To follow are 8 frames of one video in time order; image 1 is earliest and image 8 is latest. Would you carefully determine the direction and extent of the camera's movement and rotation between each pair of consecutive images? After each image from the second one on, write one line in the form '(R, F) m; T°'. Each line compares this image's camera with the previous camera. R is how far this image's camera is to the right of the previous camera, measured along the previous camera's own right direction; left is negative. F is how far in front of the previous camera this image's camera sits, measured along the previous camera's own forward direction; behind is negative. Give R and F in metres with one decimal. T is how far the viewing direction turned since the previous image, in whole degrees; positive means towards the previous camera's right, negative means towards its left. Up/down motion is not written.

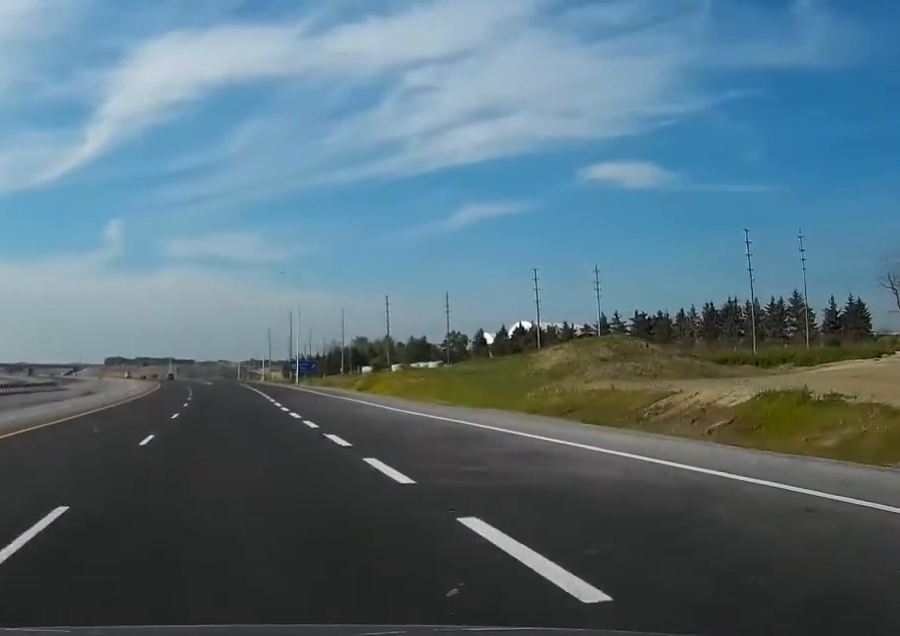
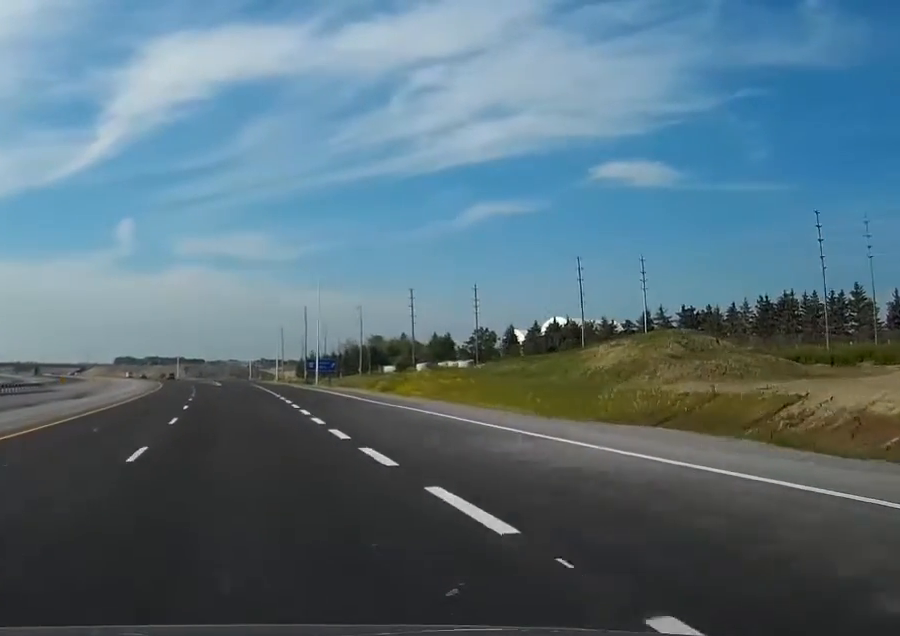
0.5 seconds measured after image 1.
(0.0, +15.6) m; 0°
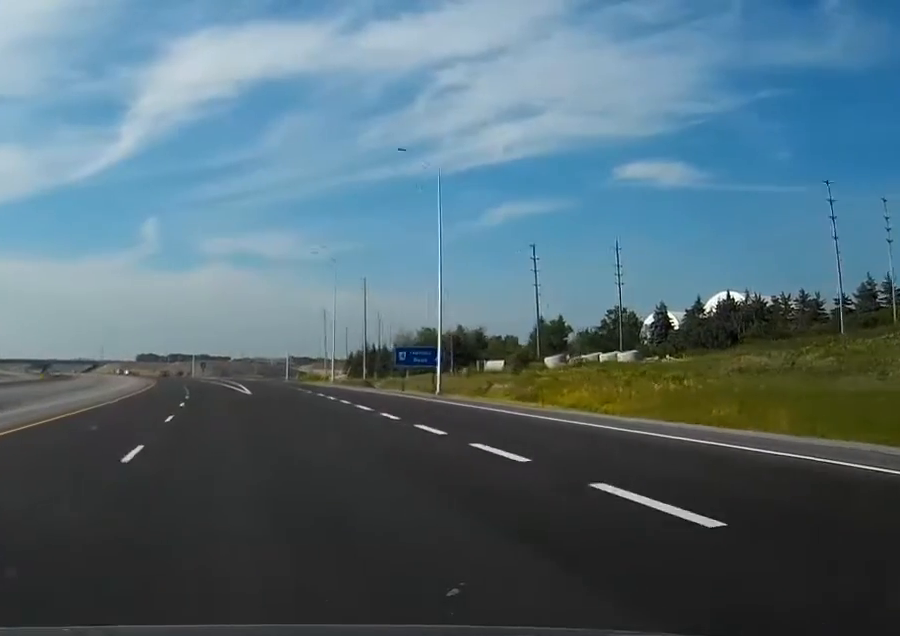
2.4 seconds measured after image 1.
(-0.8, +60.5) m; -1°
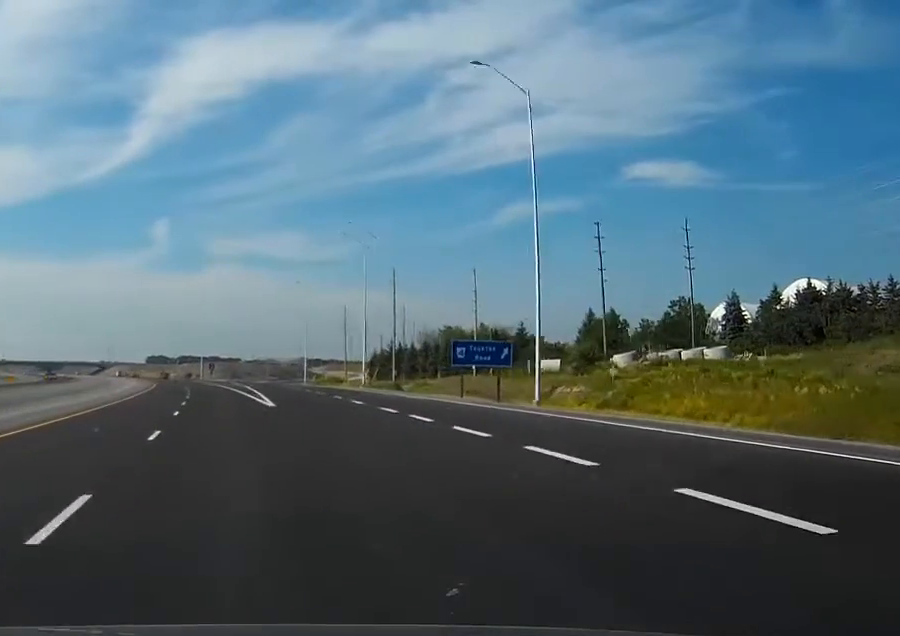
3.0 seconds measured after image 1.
(-0.1, +18.8) m; 0°
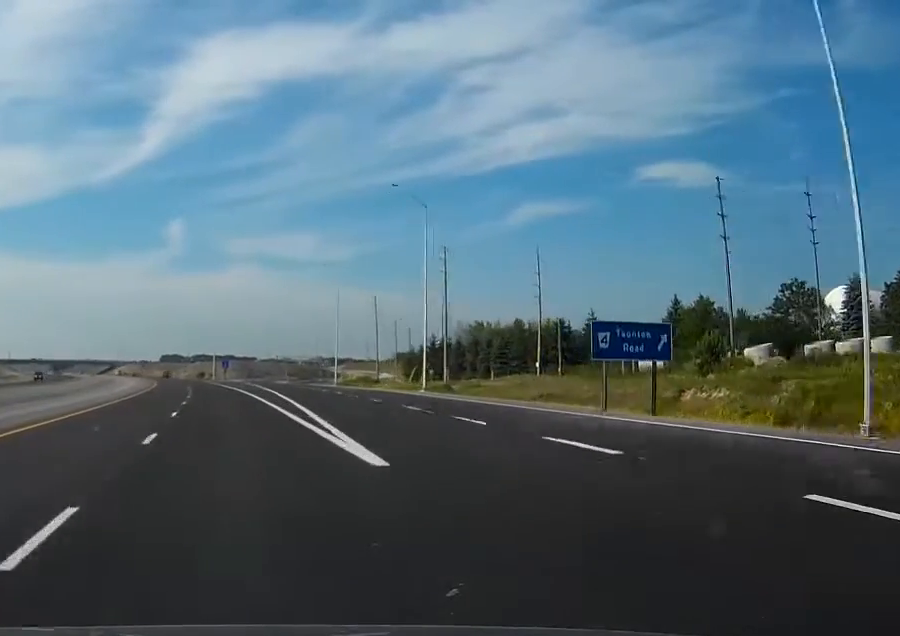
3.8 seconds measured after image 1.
(-0.2, +25.1) m; -1°
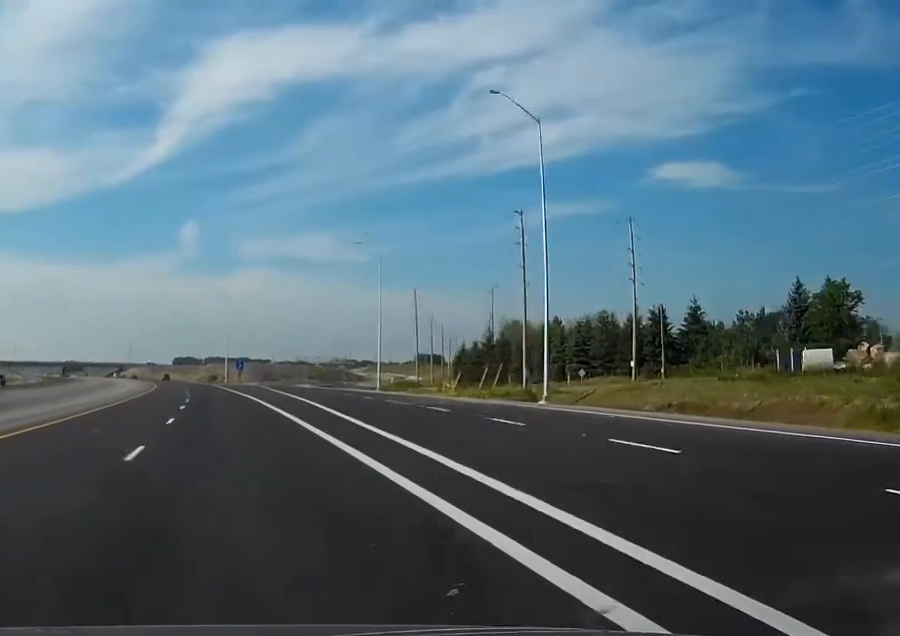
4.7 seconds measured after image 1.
(-0.2, +27.3) m; -1°
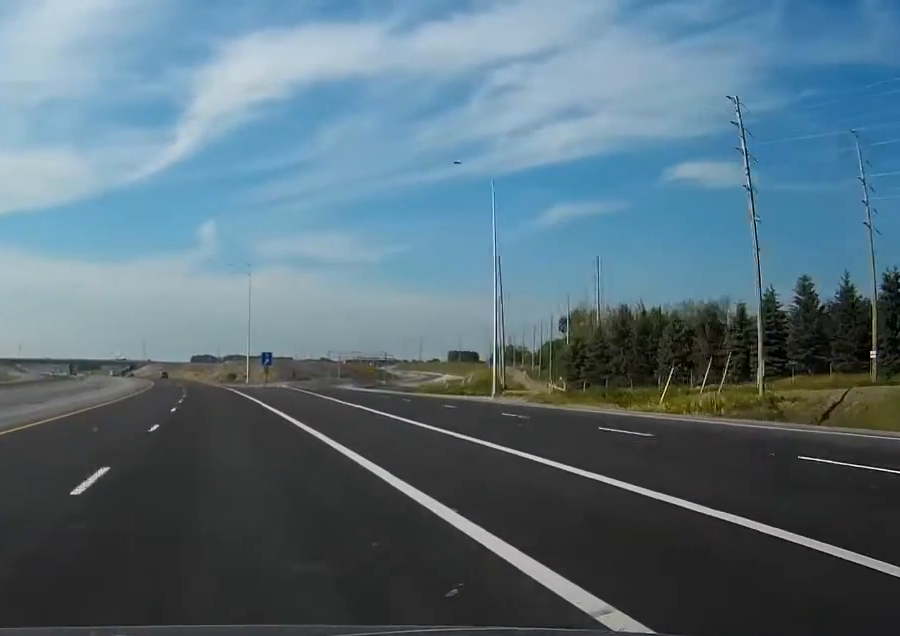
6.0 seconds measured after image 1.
(-0.5, +41.0) m; -1°
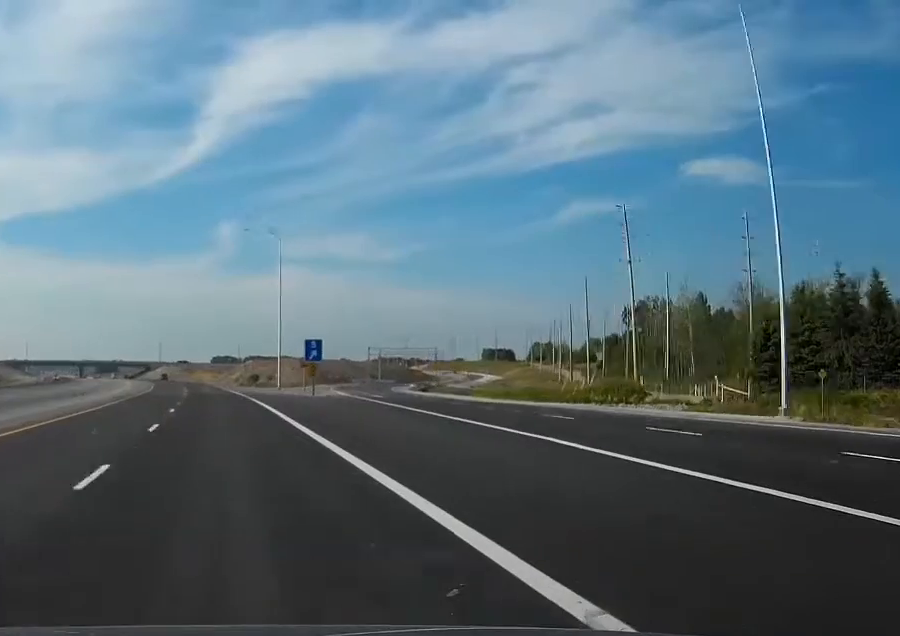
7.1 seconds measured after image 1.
(-0.4, +35.8) m; -1°
